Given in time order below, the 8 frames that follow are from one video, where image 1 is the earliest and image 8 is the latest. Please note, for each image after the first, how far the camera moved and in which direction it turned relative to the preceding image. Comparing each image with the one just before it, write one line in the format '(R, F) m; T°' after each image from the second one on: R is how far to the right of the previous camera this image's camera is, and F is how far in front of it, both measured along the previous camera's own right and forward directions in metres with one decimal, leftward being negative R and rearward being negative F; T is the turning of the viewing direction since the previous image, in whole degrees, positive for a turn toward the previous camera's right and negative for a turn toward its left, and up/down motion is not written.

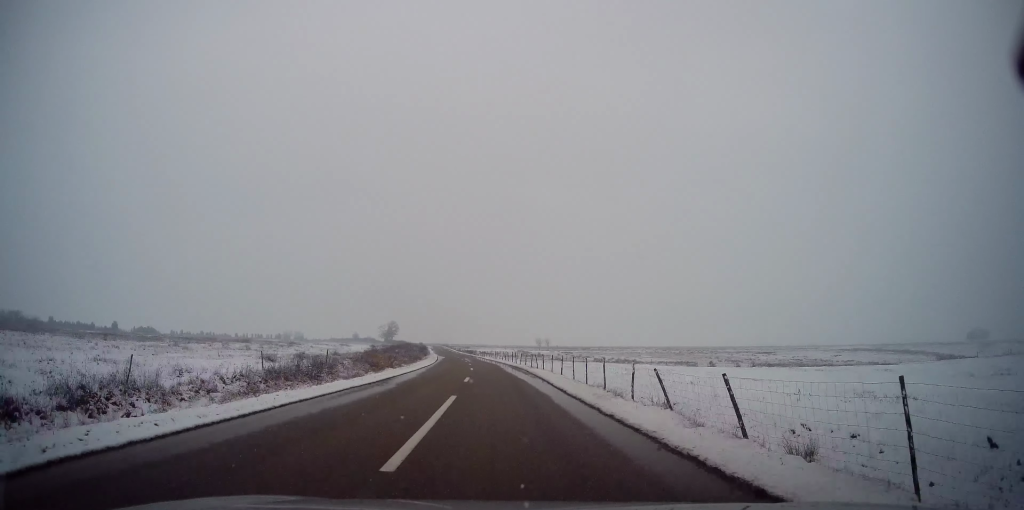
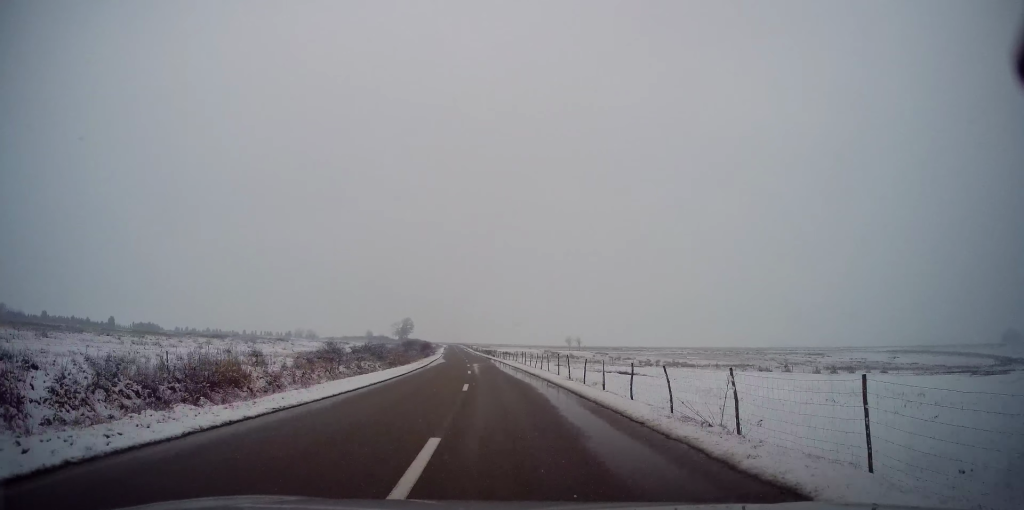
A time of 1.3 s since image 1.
(-0.7, +27.4) m; -3°
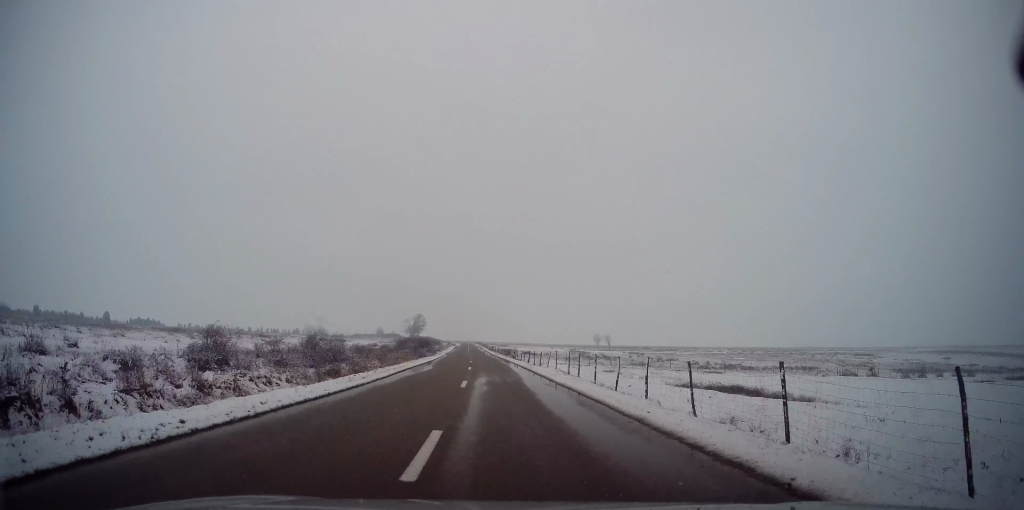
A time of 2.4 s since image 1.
(-0.3, +23.1) m; -1°
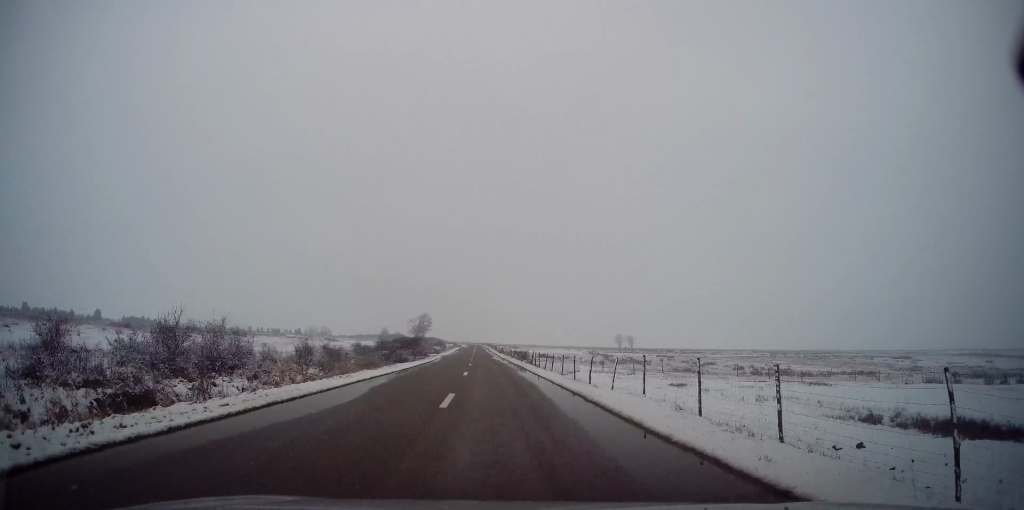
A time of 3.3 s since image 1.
(-0.1, +17.8) m; 0°
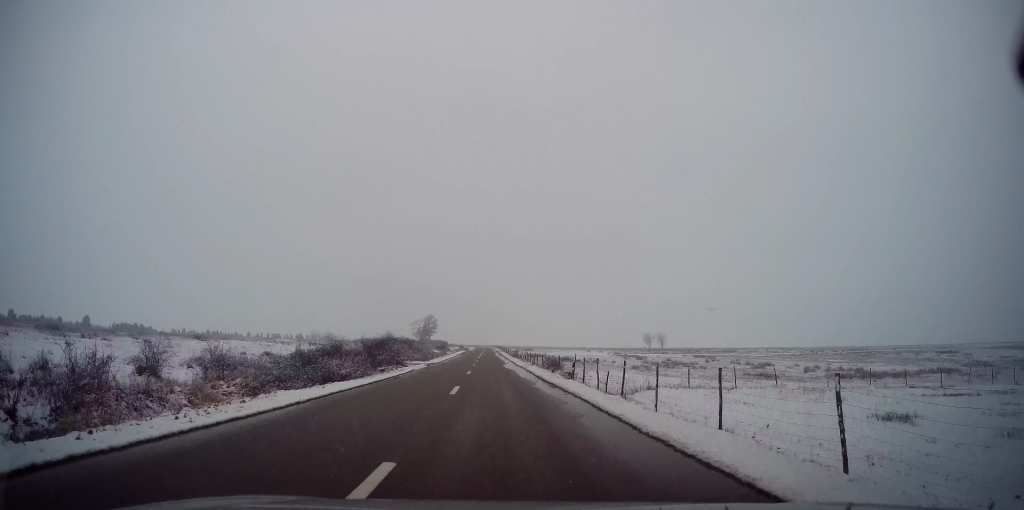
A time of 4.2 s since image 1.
(0.0, +19.7) m; -1°
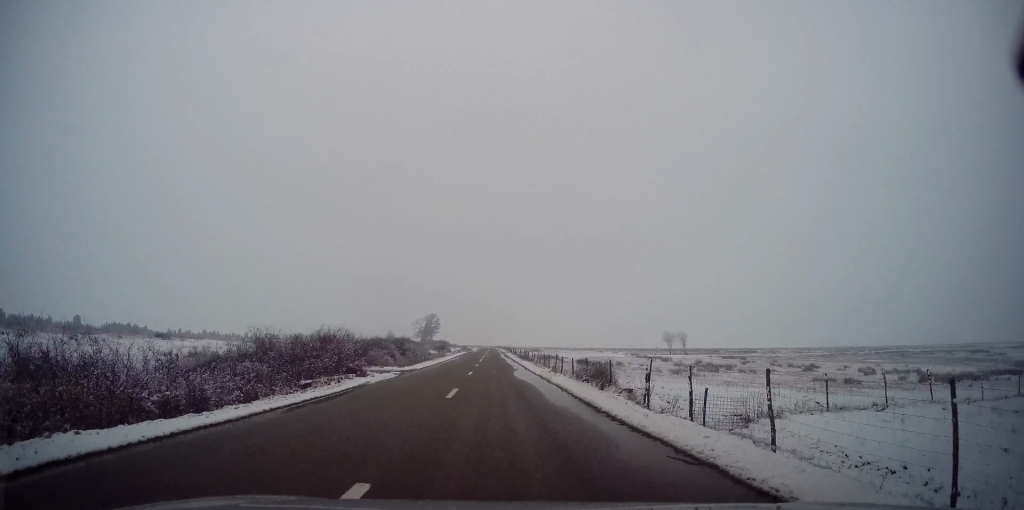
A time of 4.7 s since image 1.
(-0.1, +12.7) m; -1°
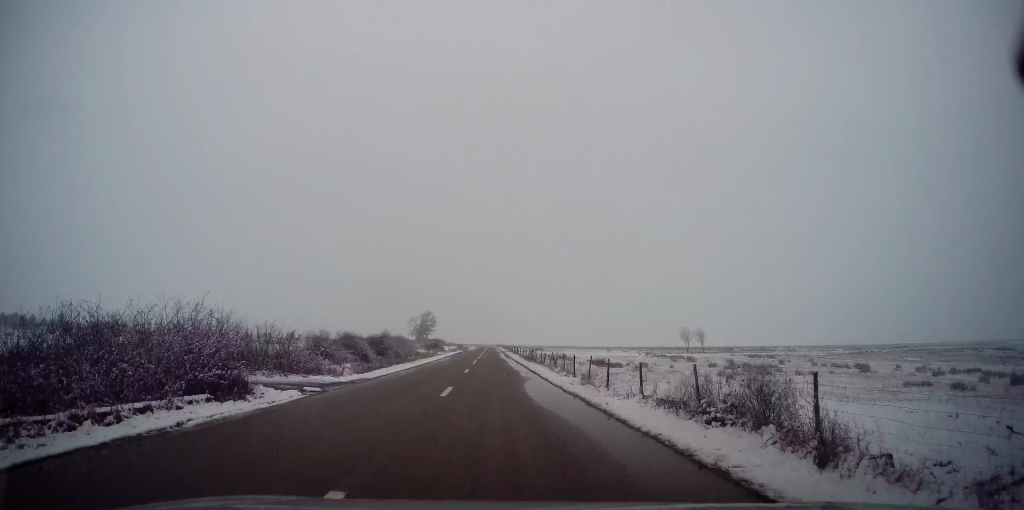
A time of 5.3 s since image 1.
(-0.1, +12.0) m; -1°
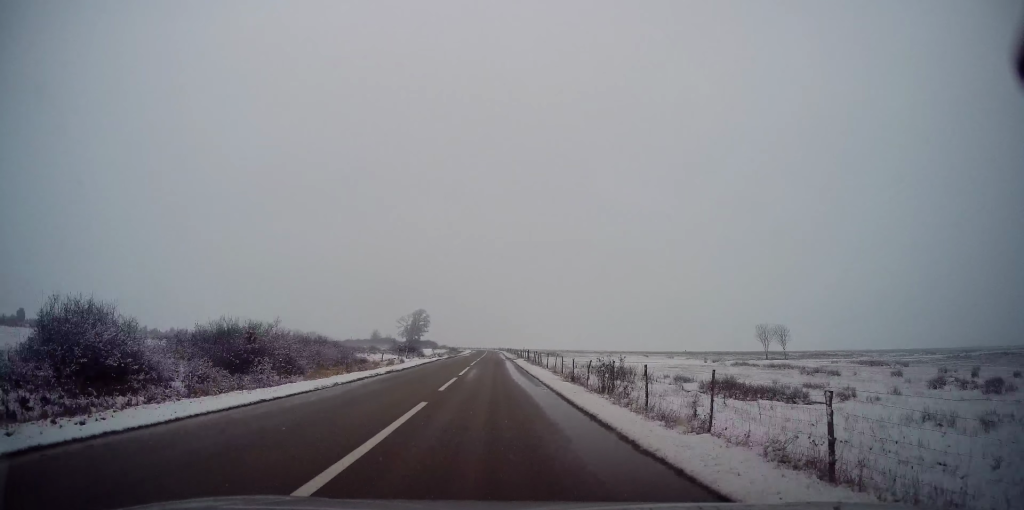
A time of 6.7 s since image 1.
(-0.1, +32.9) m; 0°
